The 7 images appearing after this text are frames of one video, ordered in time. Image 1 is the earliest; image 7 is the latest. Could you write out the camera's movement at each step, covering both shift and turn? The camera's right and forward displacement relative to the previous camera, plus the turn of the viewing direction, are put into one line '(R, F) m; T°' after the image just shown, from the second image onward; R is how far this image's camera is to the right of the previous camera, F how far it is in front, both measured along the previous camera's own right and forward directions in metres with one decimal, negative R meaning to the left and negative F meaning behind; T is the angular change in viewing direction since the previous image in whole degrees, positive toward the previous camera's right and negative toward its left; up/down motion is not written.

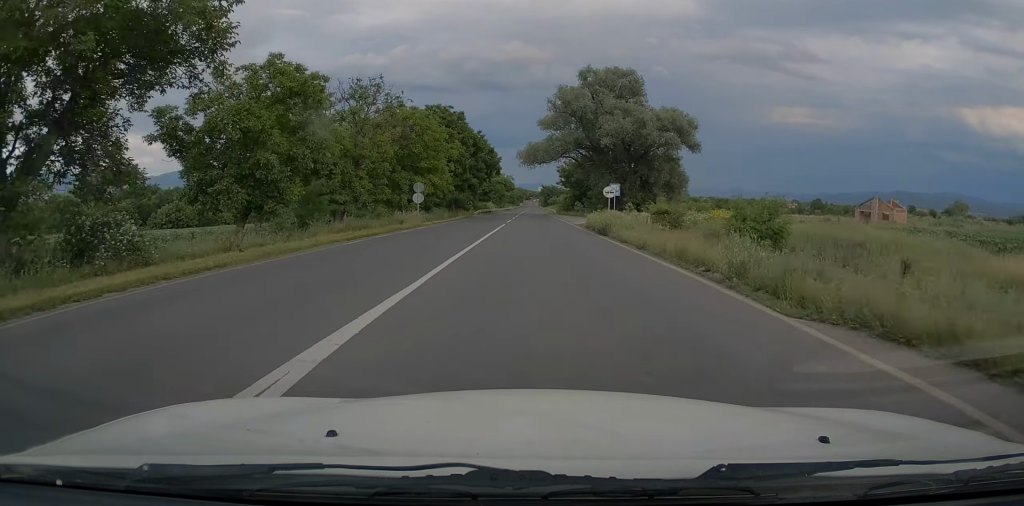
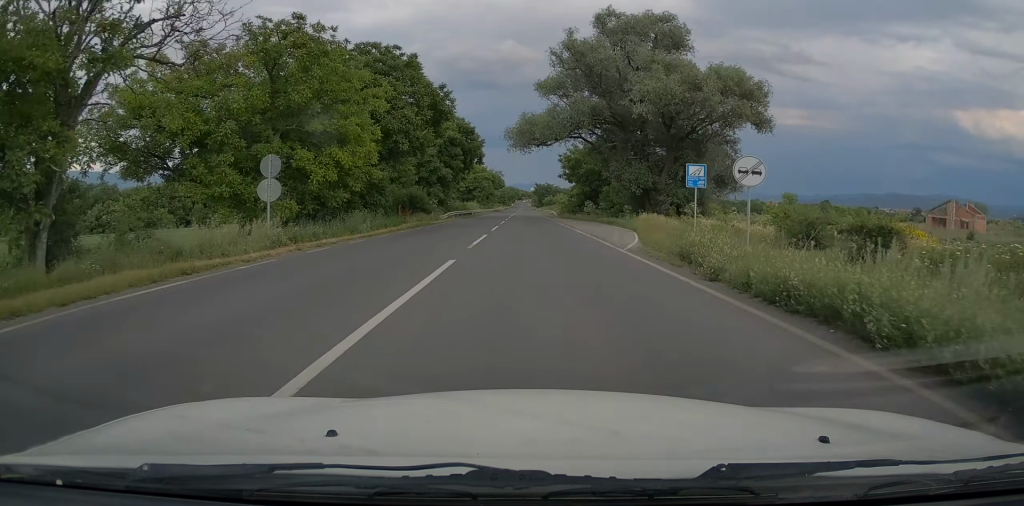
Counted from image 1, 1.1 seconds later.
(+0.3, +23.3) m; +1°
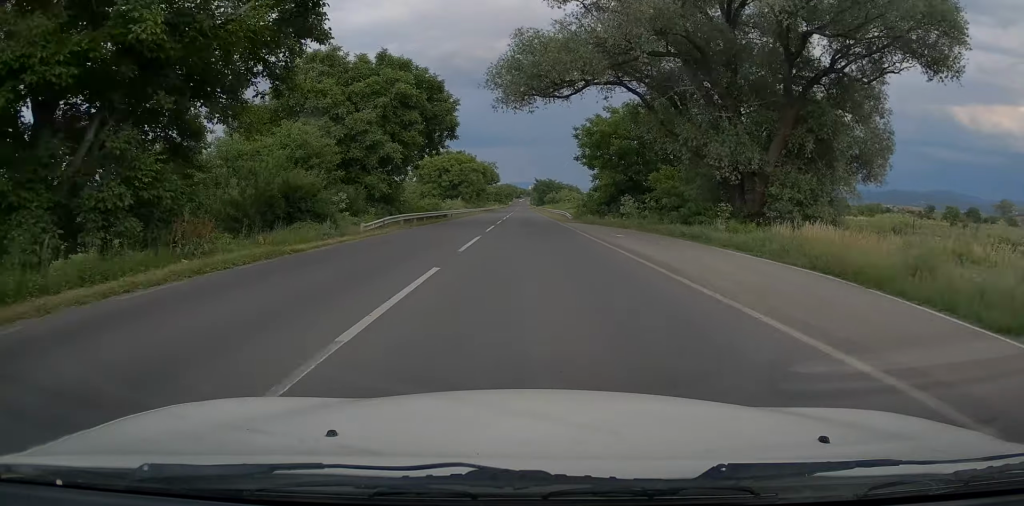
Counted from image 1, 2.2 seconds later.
(0.0, +23.9) m; -1°
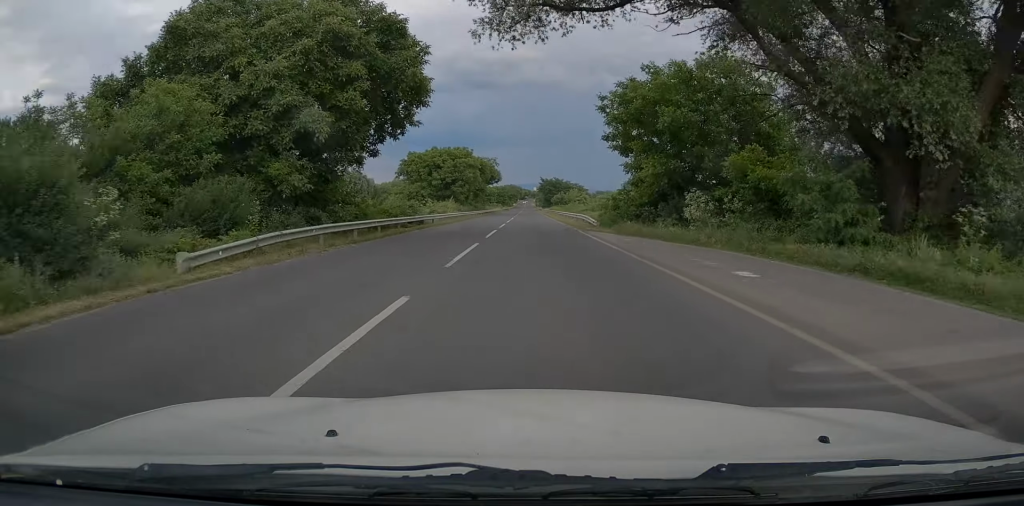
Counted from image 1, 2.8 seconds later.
(-0.2, +14.4) m; +1°
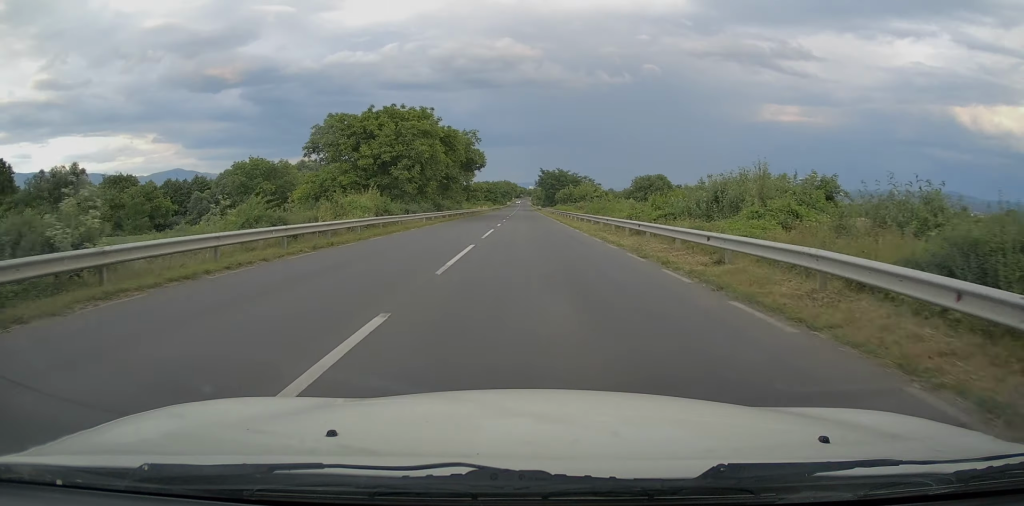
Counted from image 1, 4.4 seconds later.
(+0.6, +35.2) m; +1°
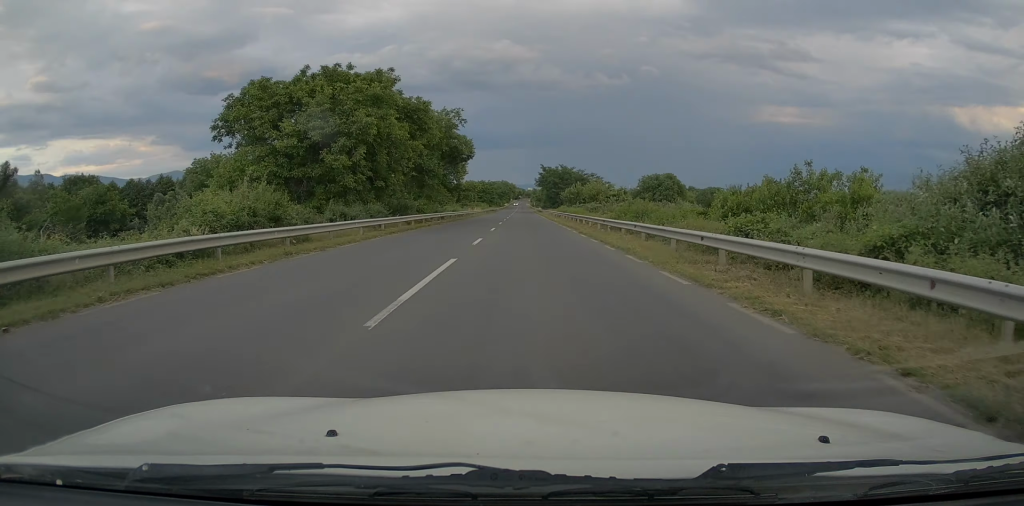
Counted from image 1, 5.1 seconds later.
(-0.1, +15.6) m; -1°
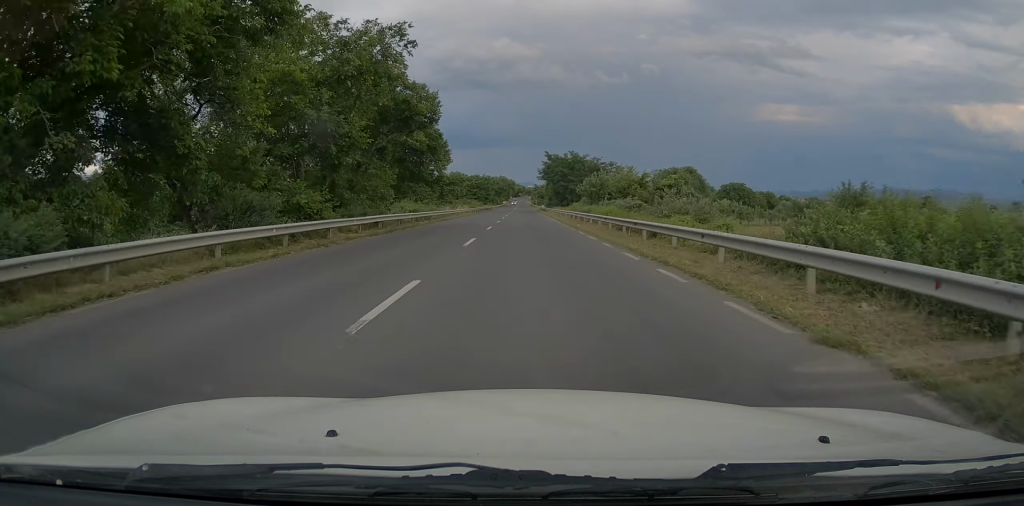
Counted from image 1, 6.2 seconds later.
(-0.2, +24.2) m; 0°
